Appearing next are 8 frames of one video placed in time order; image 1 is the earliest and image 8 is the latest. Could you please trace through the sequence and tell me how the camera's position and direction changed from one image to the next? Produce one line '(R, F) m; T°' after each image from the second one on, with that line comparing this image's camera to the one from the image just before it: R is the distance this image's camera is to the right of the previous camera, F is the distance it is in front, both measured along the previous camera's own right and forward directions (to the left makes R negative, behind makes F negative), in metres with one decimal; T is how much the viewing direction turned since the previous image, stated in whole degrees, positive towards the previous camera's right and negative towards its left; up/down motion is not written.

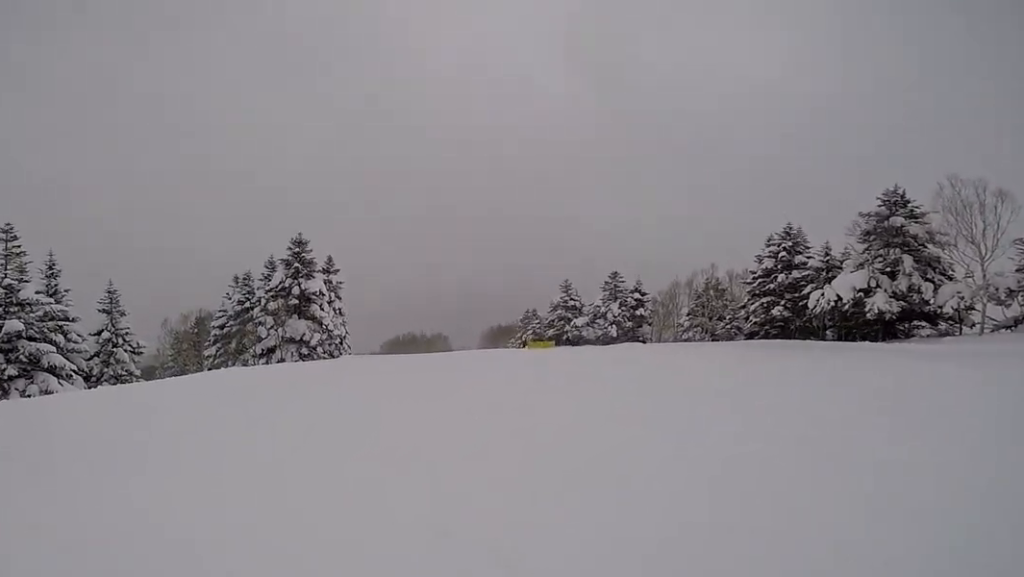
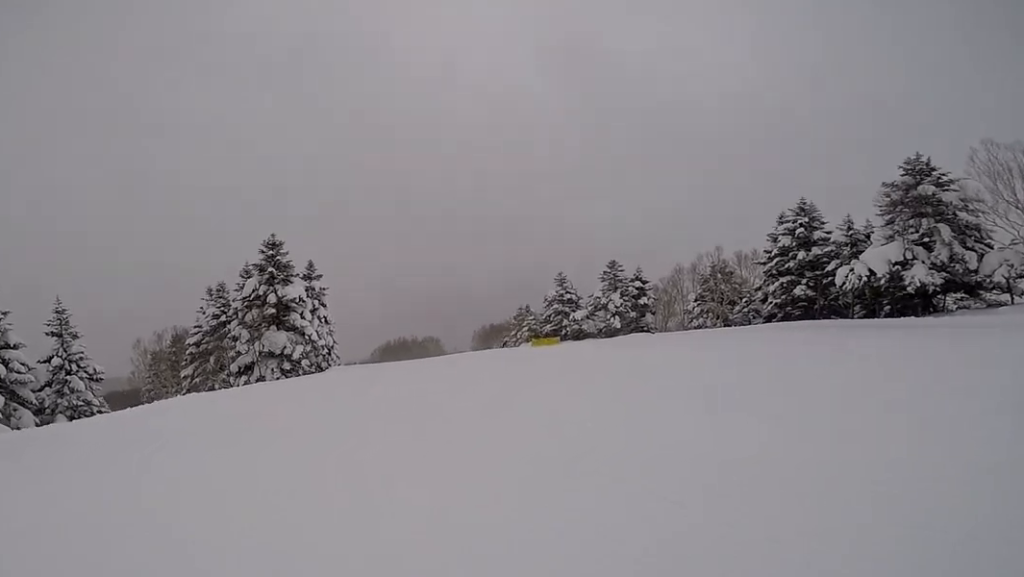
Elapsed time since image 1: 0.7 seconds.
(+0.2, +3.4) m; 0°
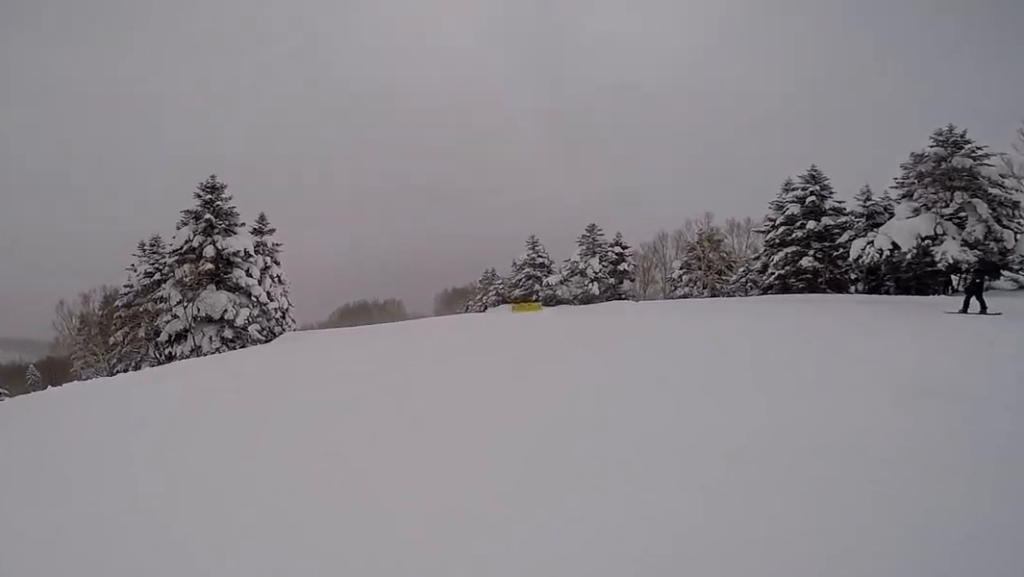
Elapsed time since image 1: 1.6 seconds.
(-0.5, +4.4) m; 0°
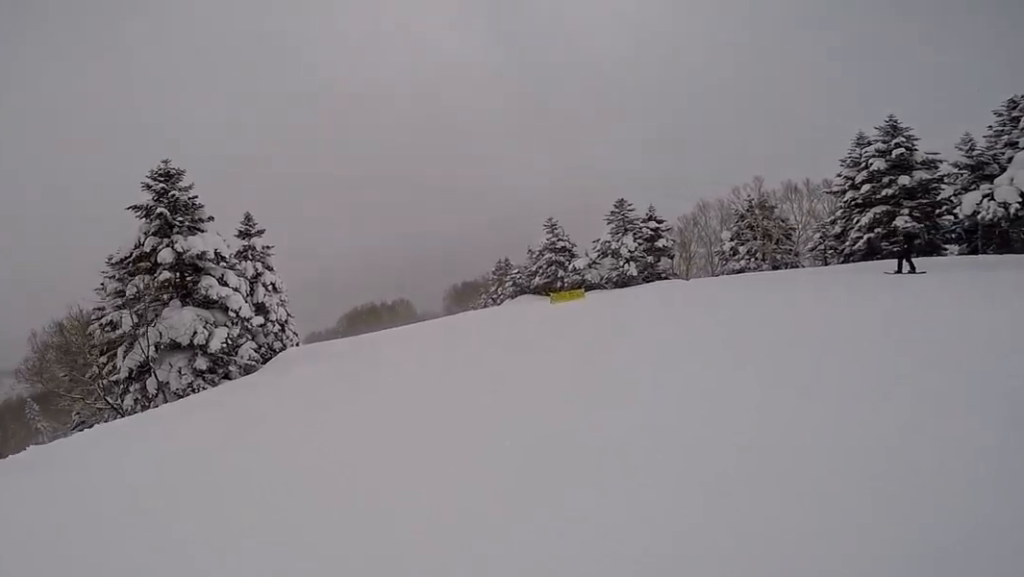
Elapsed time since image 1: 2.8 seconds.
(+0.4, +5.6) m; -2°
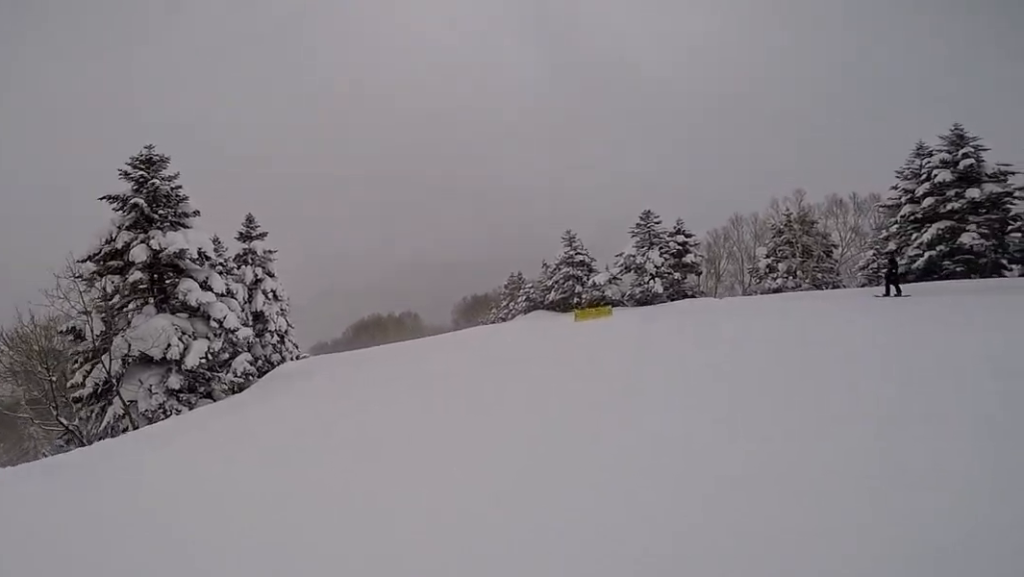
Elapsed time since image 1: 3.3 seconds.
(-0.3, +2.8) m; -4°
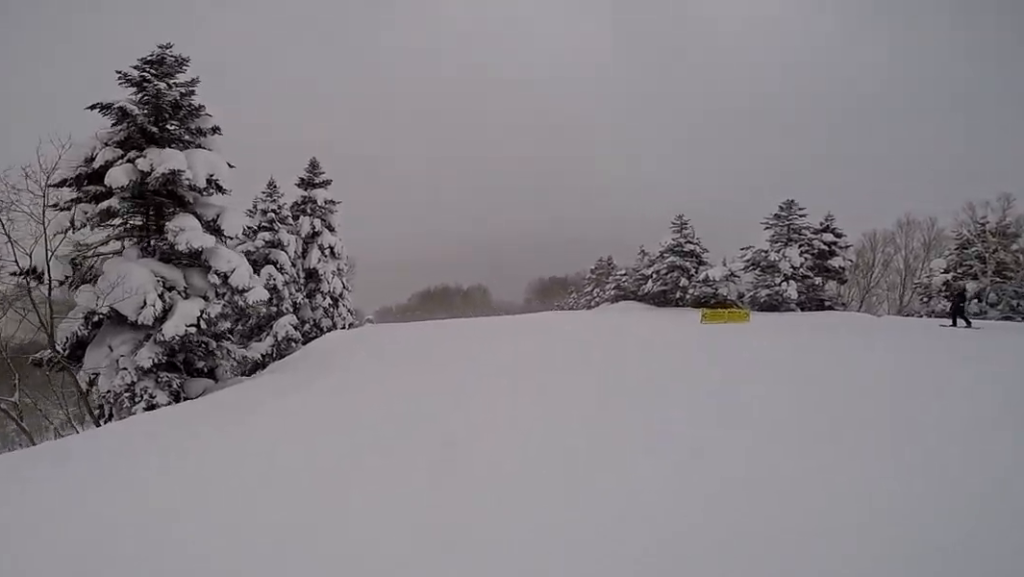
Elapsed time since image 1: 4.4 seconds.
(-0.1, +5.4) m; +5°
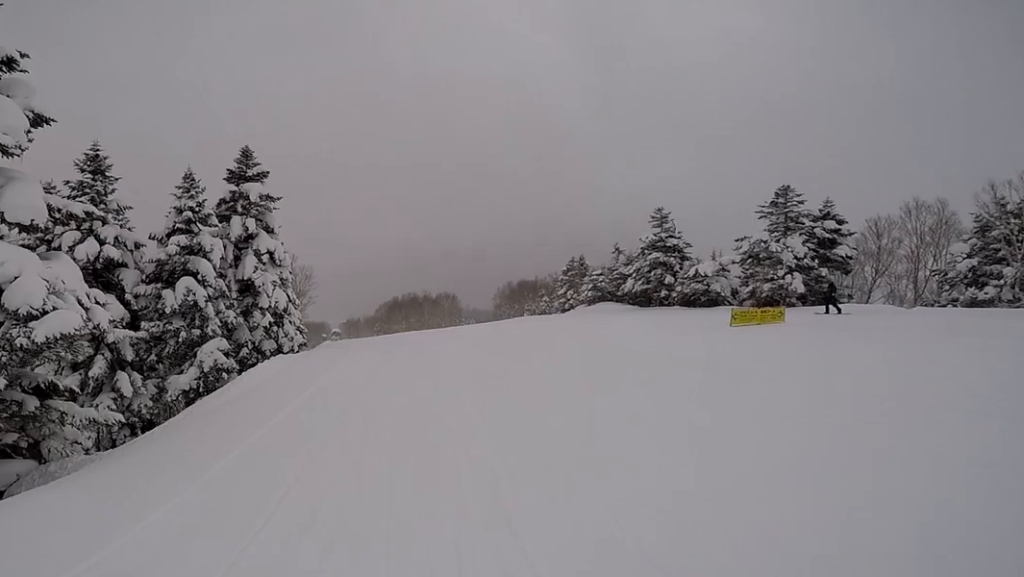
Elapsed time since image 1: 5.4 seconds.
(+0.6, +5.1) m; +1°
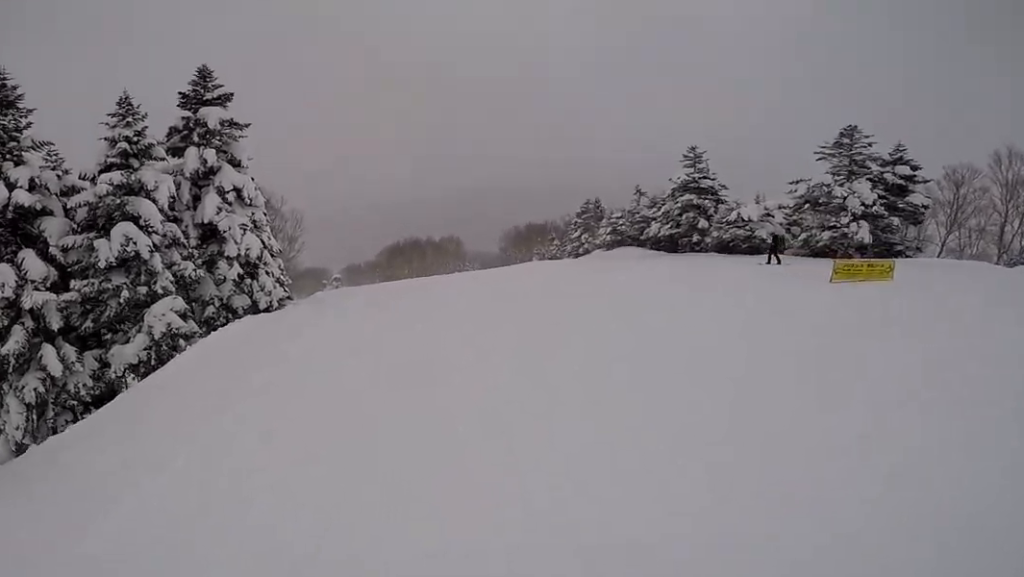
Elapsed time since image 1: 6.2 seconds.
(-0.4, +4.4) m; -5°
